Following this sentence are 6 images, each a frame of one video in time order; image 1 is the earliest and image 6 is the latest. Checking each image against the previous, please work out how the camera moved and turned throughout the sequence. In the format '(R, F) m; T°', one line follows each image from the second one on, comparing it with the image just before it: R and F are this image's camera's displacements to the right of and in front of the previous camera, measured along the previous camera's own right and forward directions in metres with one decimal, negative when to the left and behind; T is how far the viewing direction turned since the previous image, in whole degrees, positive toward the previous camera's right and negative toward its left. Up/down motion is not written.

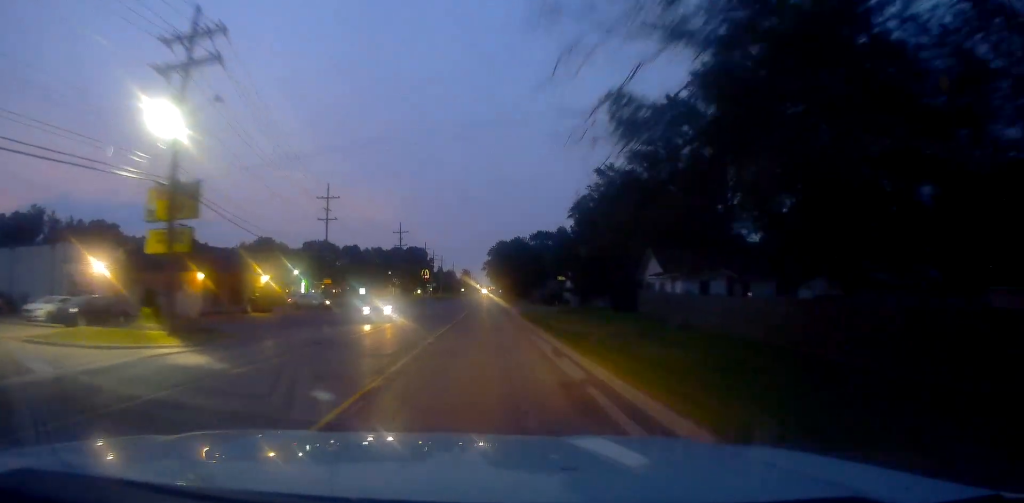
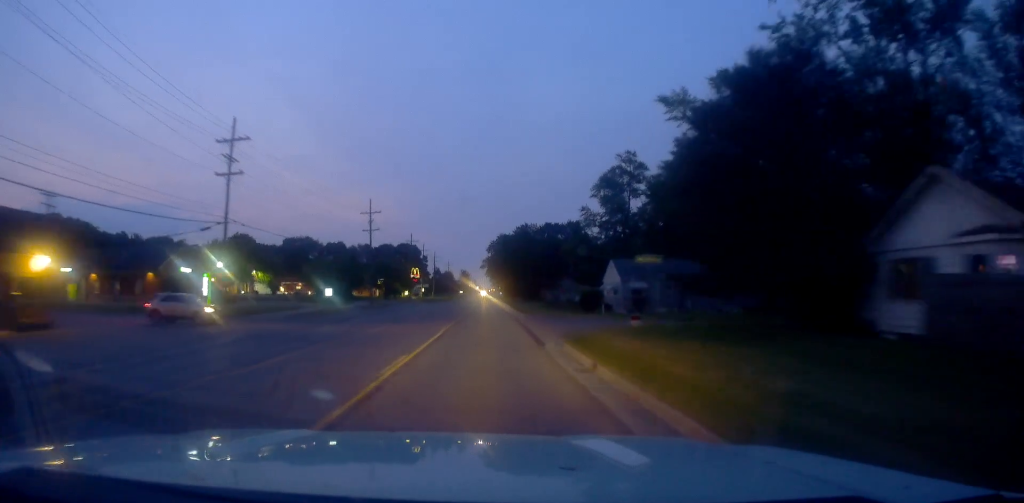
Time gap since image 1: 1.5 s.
(0.0, +28.7) m; 0°
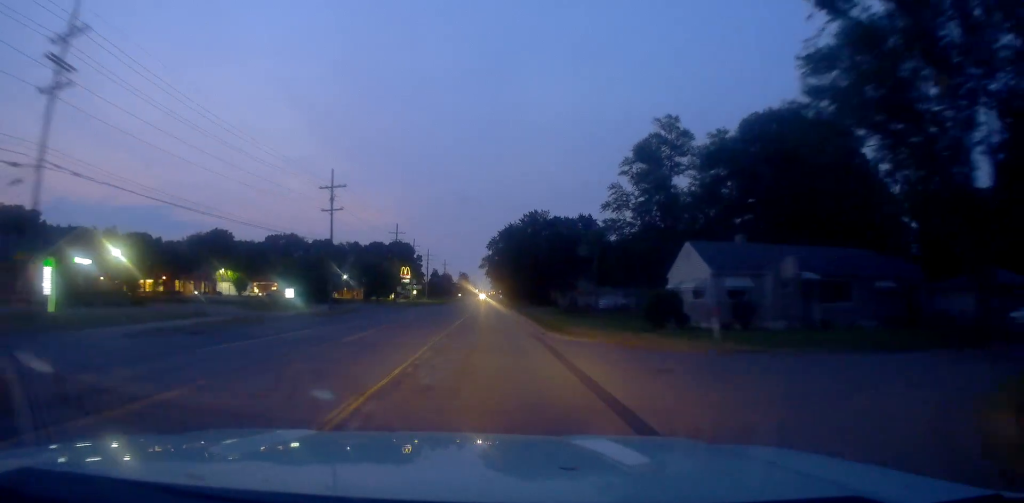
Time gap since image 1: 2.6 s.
(0.0, +21.3) m; +1°
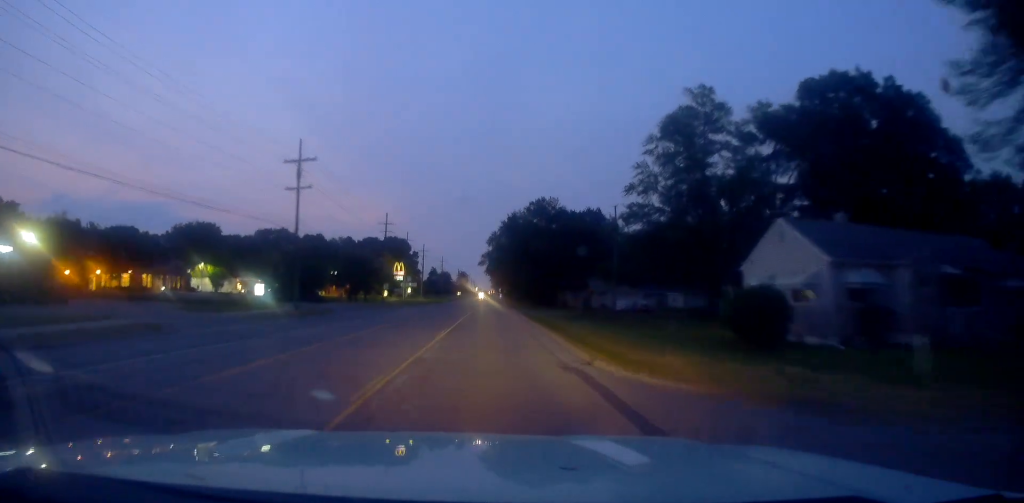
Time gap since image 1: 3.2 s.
(+0.1, +11.6) m; 0°
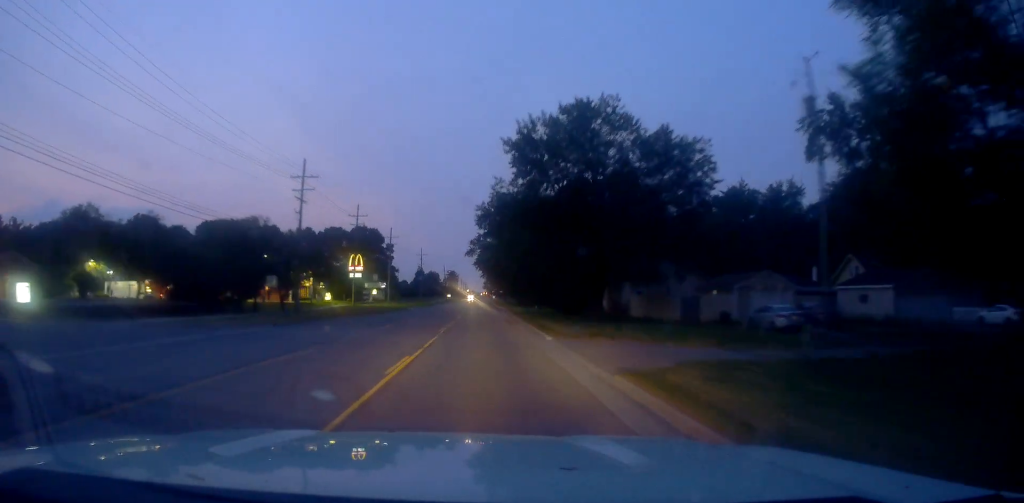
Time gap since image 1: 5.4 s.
(-1.0, +42.3) m; -3°
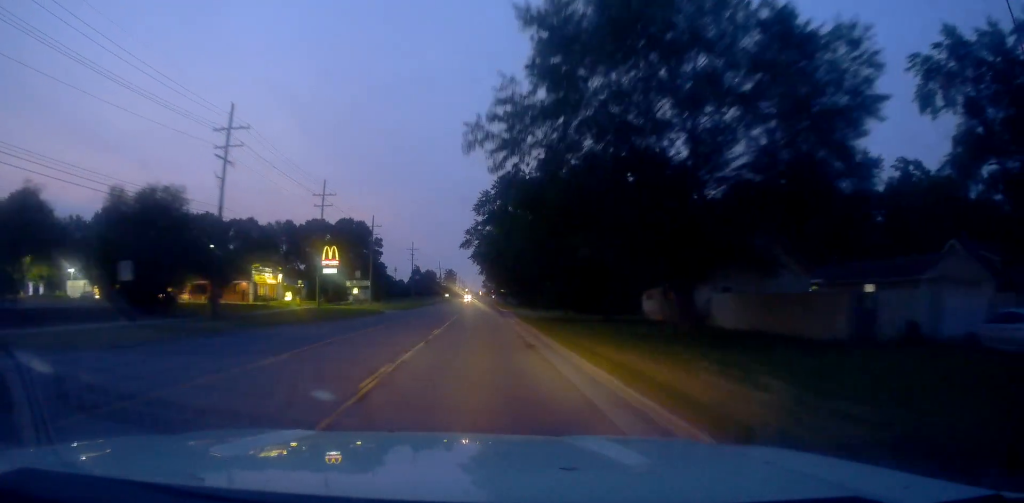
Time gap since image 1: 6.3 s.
(-0.1, +17.6) m; +1°
